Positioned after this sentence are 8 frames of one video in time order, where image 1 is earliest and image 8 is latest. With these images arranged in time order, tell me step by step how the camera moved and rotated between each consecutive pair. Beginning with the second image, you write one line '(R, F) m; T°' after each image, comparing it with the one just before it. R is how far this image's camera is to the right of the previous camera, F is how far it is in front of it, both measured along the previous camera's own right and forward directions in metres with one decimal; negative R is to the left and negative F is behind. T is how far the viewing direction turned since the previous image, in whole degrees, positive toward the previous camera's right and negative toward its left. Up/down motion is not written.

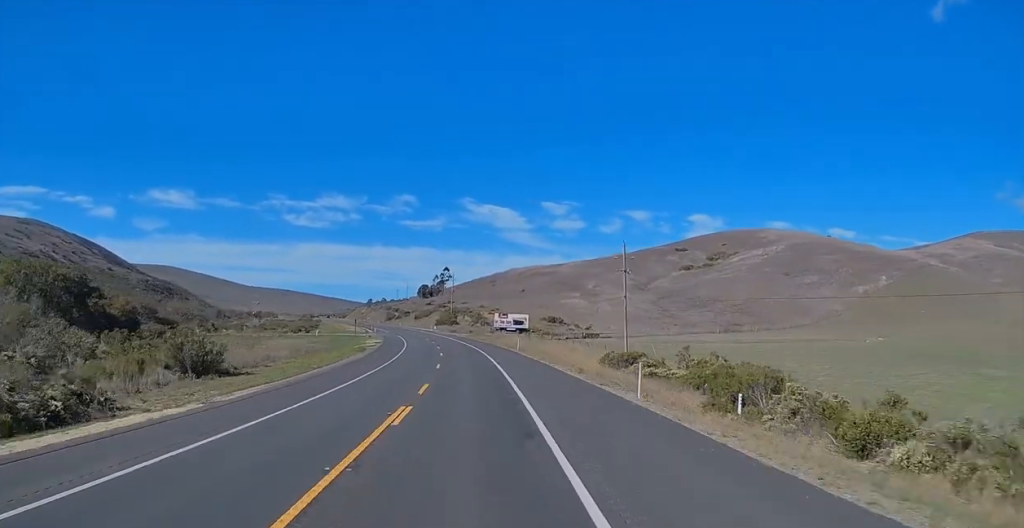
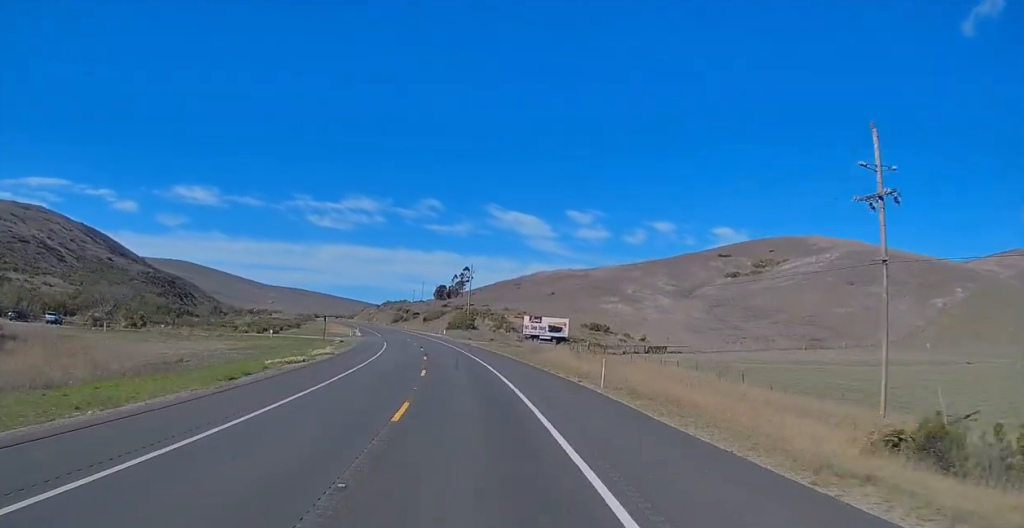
(-1.5, +37.3) m; -3°
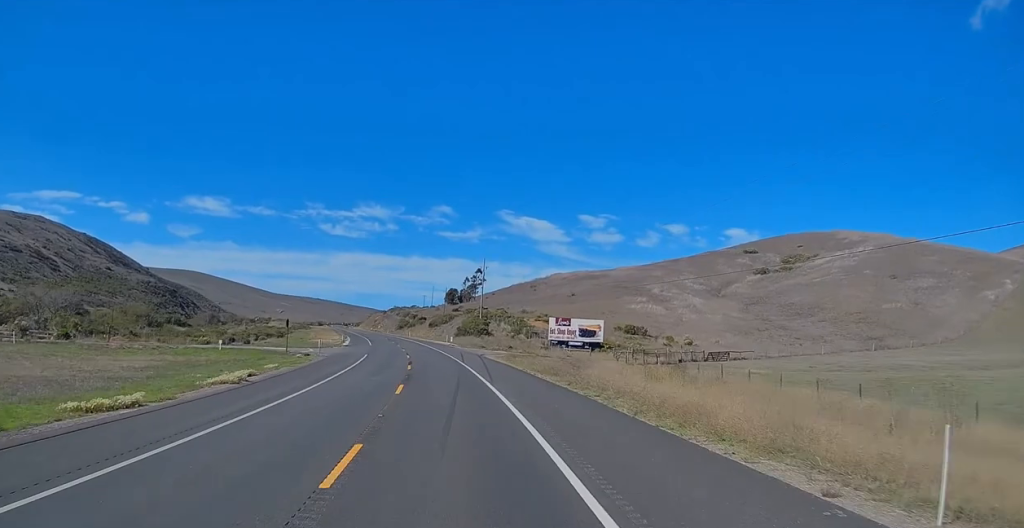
(0.0, +21.0) m; -1°
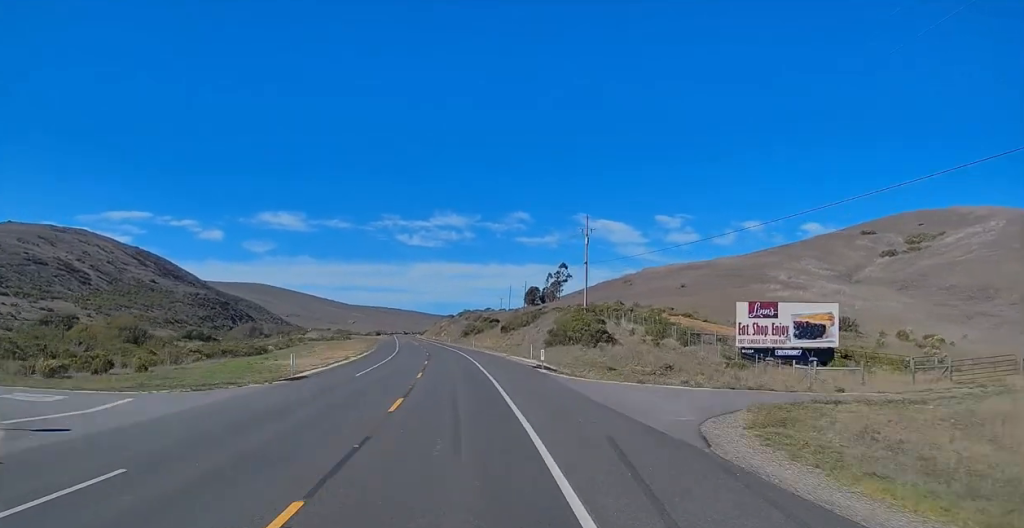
(-2.4, +51.2) m; -6°
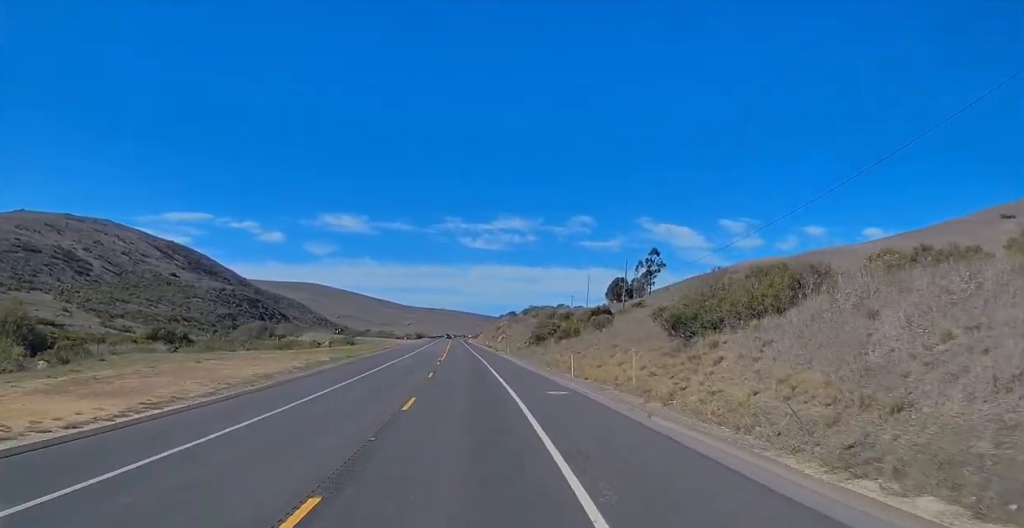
(-3.3, +62.0) m; -6°
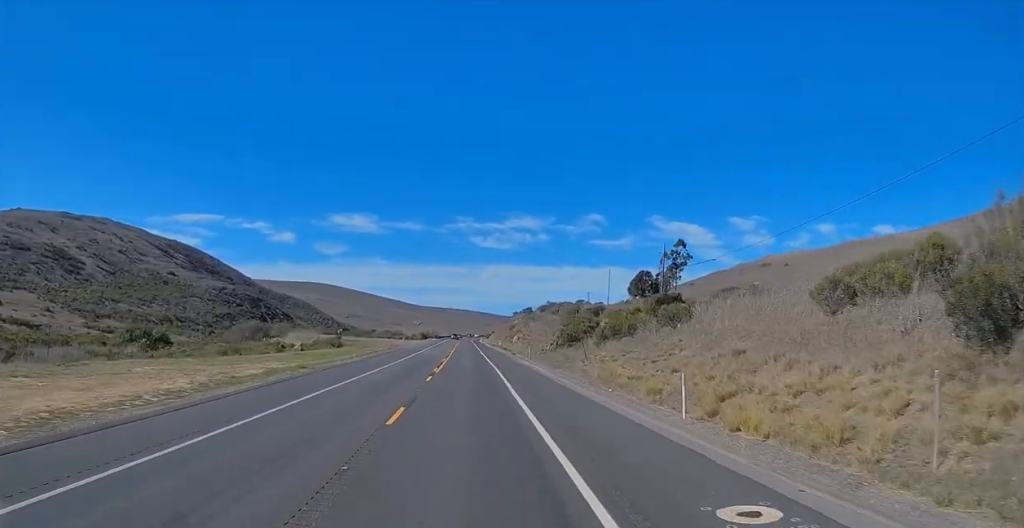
(-0.4, +18.9) m; -1°
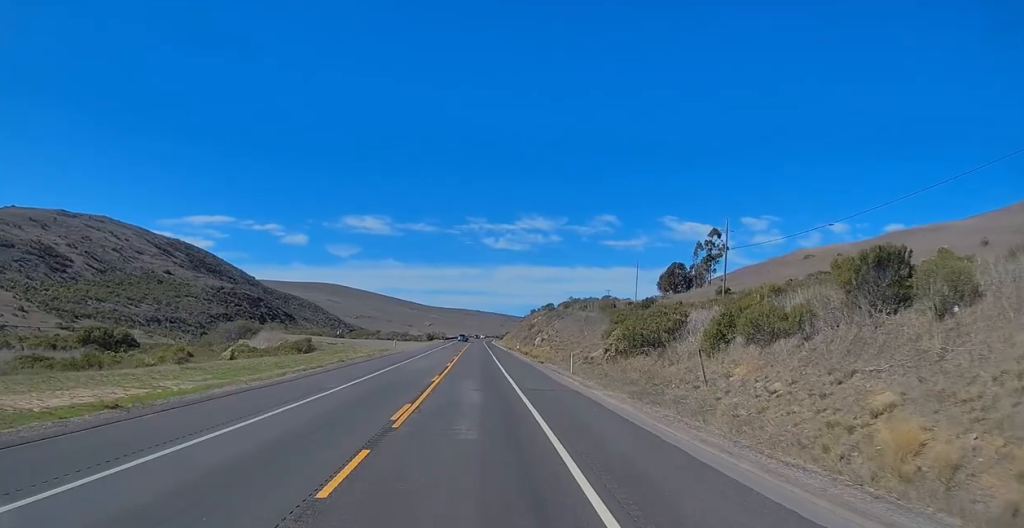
(-0.4, +22.7) m; -1°
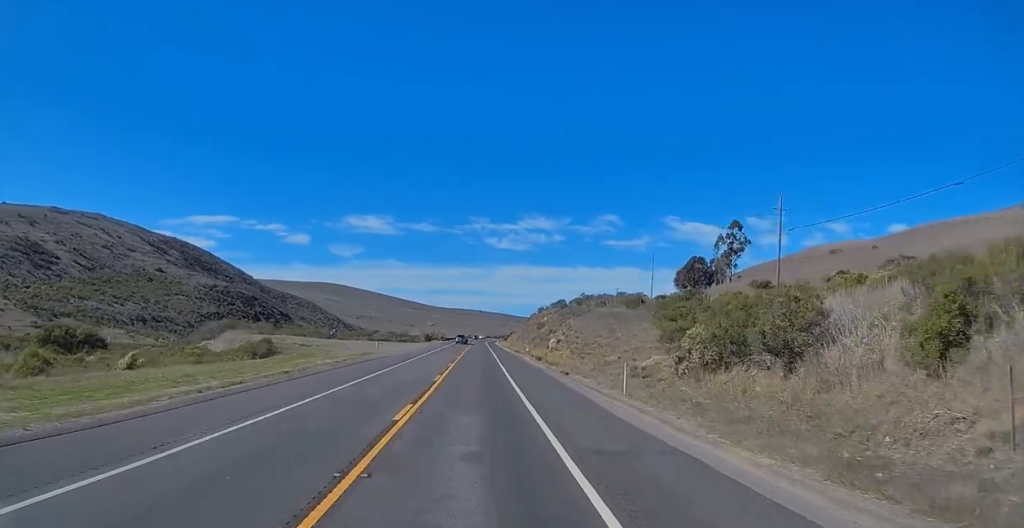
(-0.1, +14.1) m; 0°
